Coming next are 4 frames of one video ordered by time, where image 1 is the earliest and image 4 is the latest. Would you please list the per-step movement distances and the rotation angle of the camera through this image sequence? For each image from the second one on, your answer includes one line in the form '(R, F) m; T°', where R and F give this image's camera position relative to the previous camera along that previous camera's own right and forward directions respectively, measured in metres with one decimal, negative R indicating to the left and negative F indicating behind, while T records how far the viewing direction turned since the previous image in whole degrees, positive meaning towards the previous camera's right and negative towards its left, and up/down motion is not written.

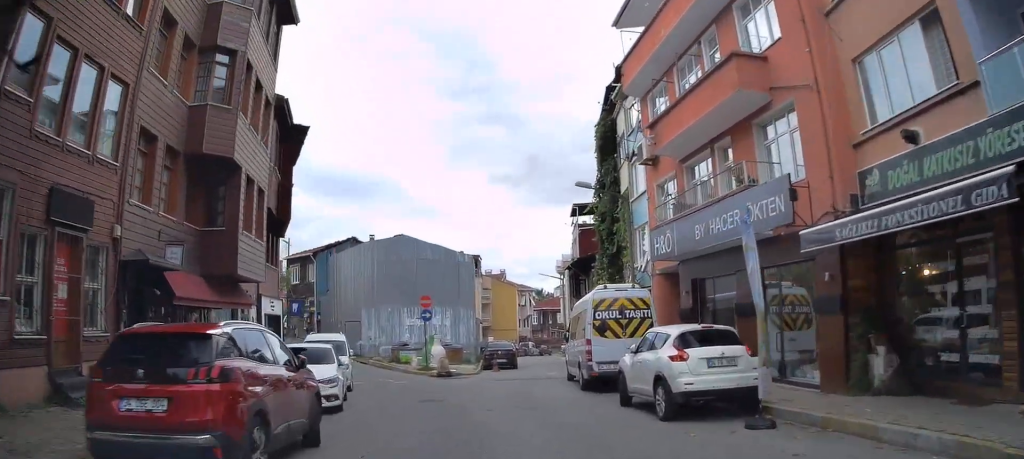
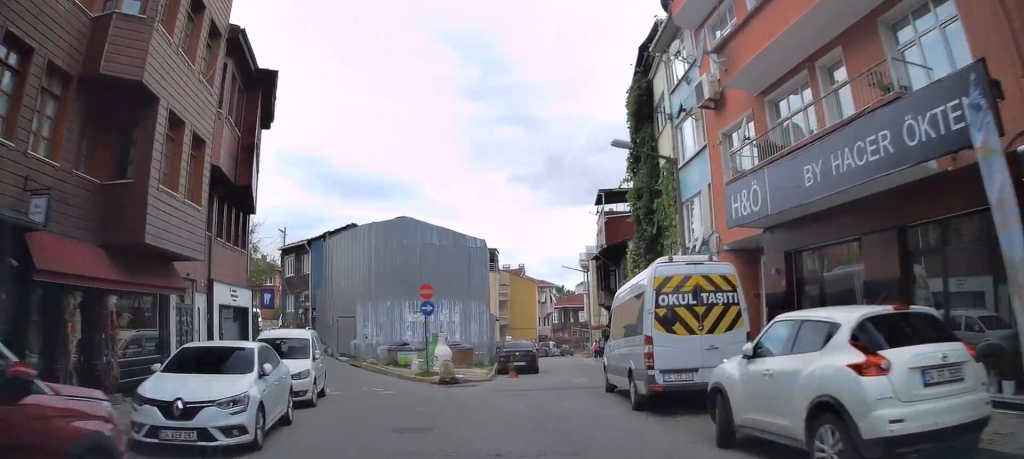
(0.0, +5.1) m; -2°
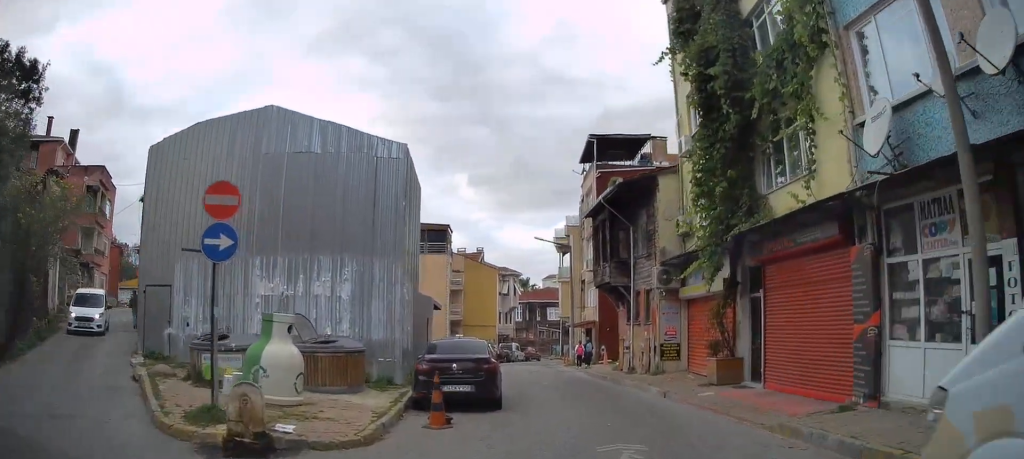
(-0.5, +14.0) m; +2°
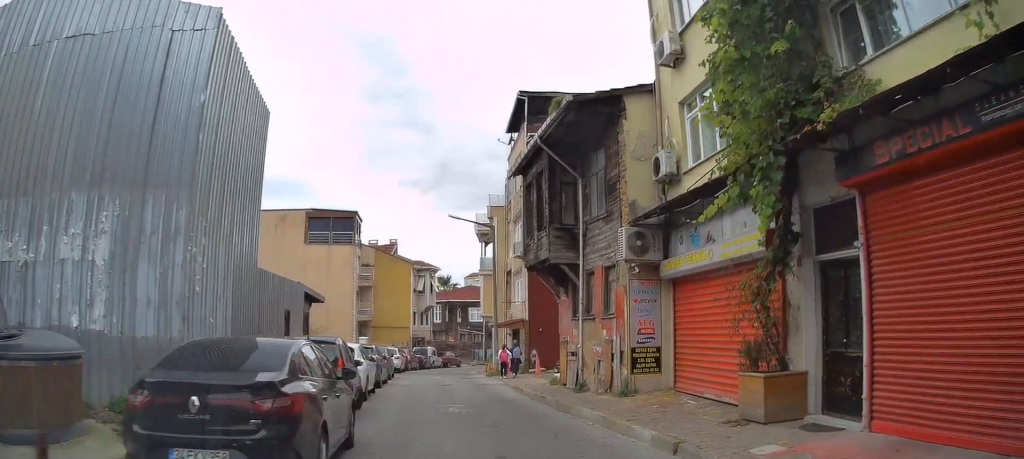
(+0.4, +7.0) m; +7°
